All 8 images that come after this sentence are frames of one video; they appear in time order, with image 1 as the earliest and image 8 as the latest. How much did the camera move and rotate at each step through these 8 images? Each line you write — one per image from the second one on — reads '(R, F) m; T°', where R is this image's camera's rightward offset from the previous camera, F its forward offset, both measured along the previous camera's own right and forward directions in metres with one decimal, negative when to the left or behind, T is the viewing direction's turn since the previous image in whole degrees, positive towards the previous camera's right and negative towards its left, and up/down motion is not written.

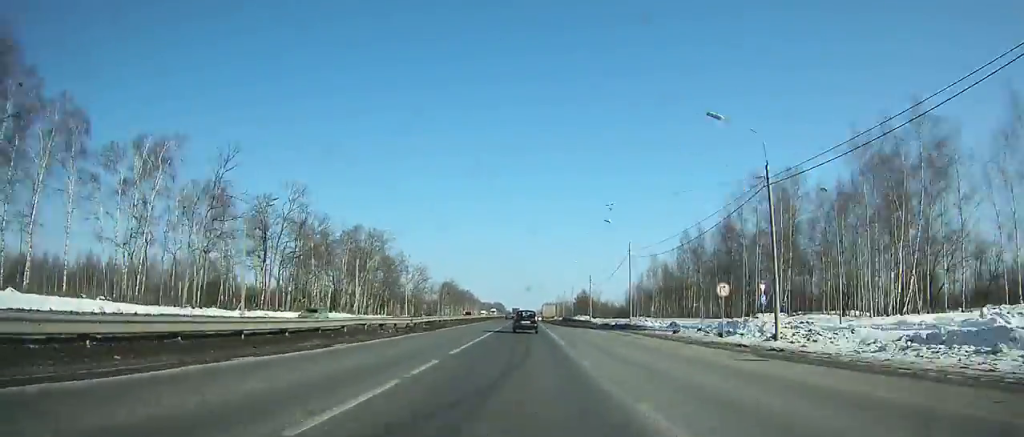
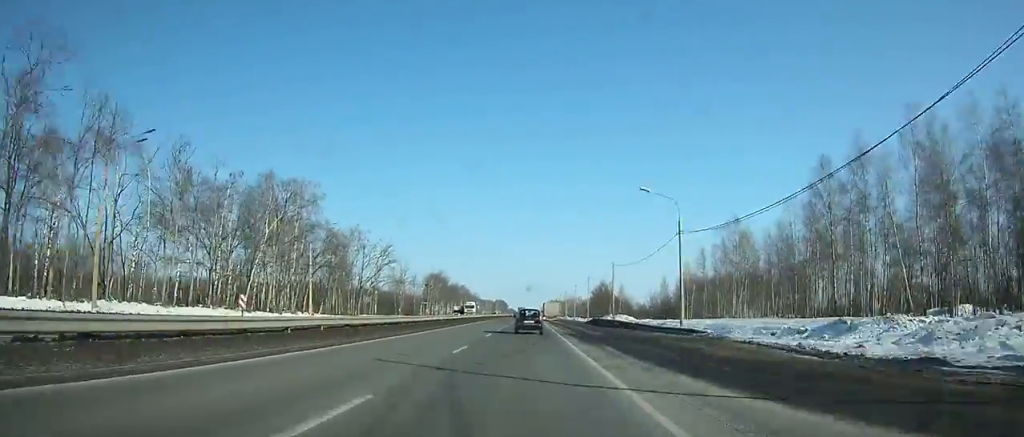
(+0.1, +56.1) m; 0°
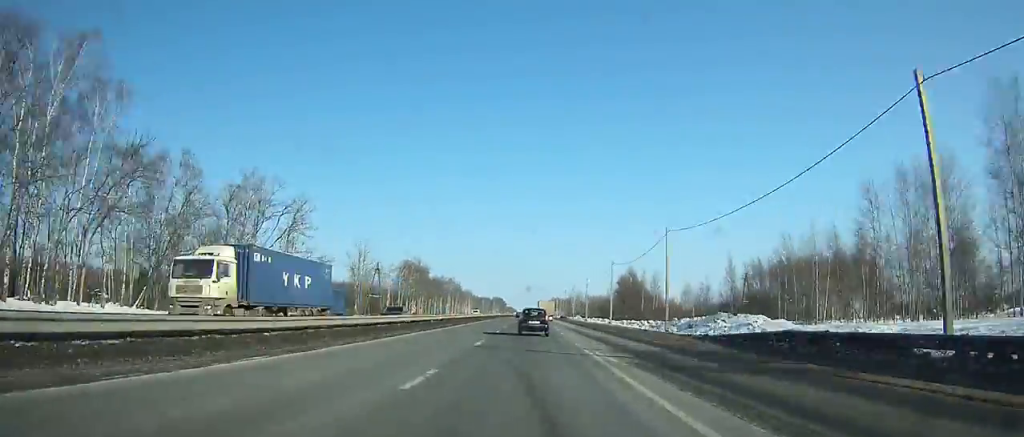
(-0.2, +56.0) m; 0°
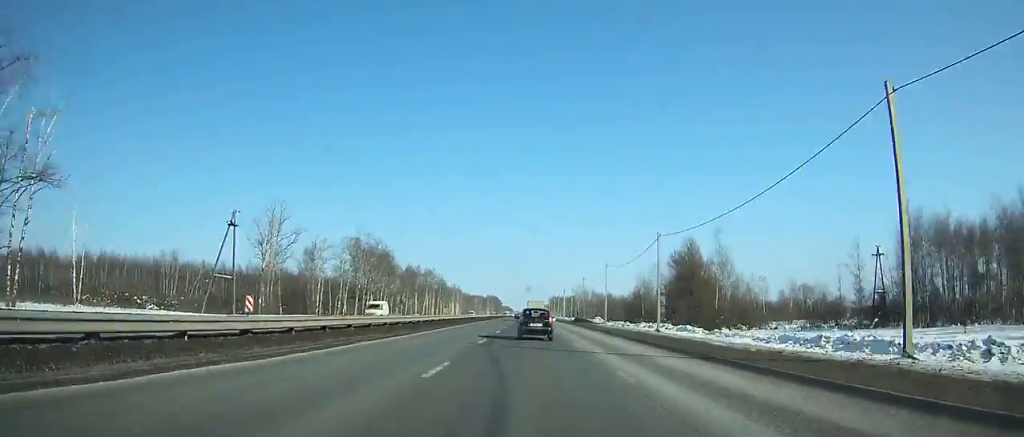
(0.0, +58.1) m; 0°
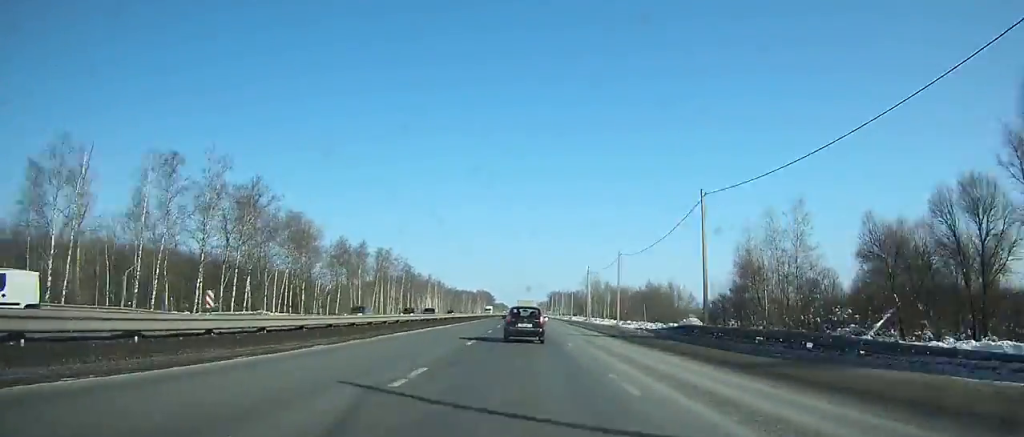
(+0.1, +72.9) m; 0°
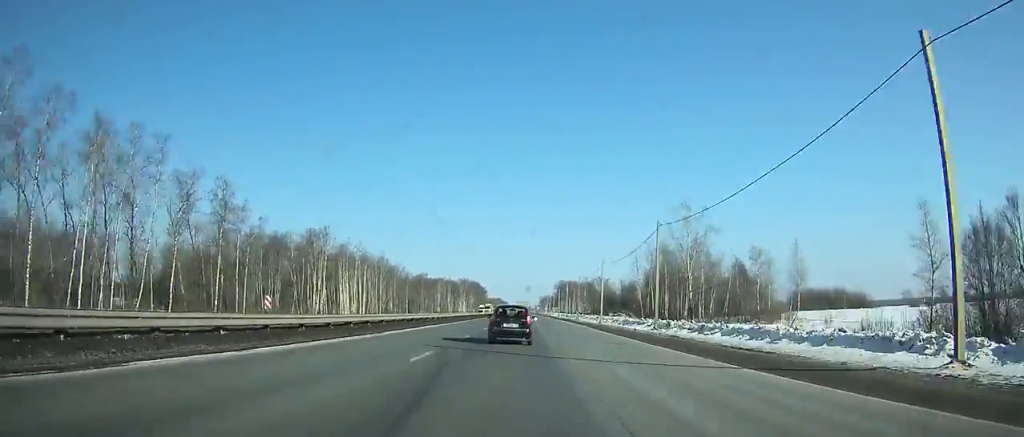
(+0.1, +138.9) m; 0°
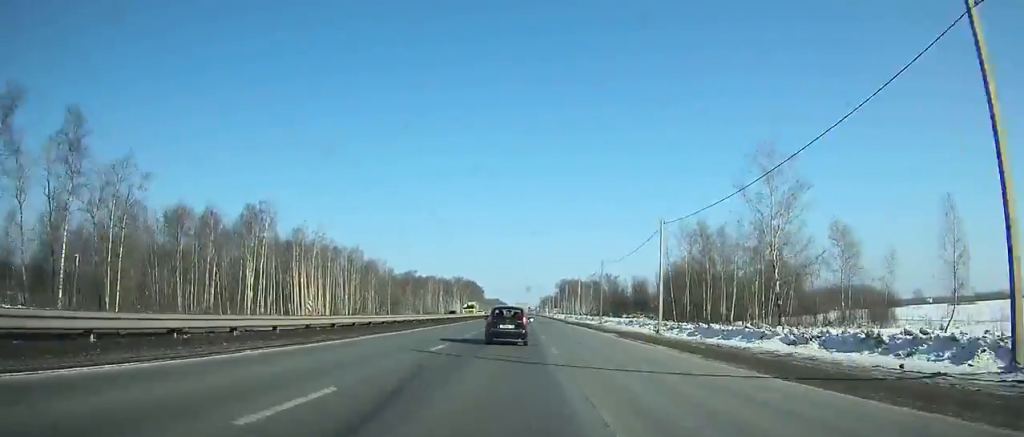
(0.0, +32.3) m; 0°
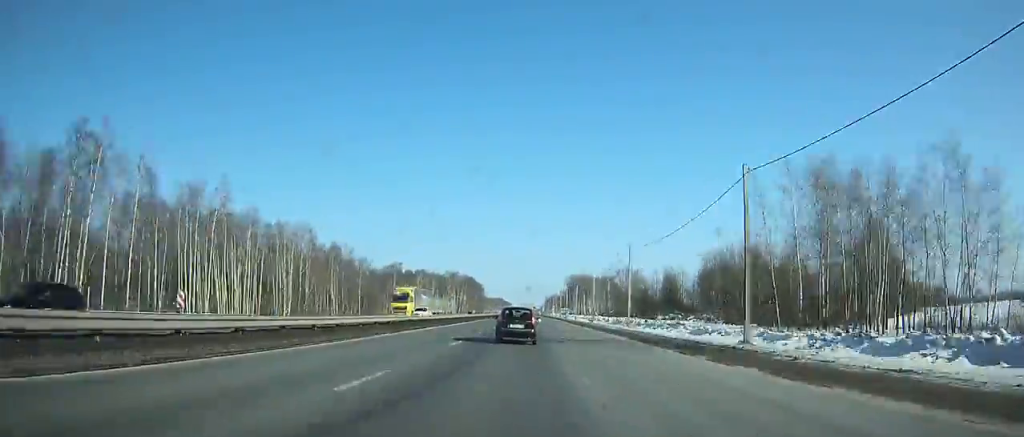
(0.0, +45.5) m; 0°
